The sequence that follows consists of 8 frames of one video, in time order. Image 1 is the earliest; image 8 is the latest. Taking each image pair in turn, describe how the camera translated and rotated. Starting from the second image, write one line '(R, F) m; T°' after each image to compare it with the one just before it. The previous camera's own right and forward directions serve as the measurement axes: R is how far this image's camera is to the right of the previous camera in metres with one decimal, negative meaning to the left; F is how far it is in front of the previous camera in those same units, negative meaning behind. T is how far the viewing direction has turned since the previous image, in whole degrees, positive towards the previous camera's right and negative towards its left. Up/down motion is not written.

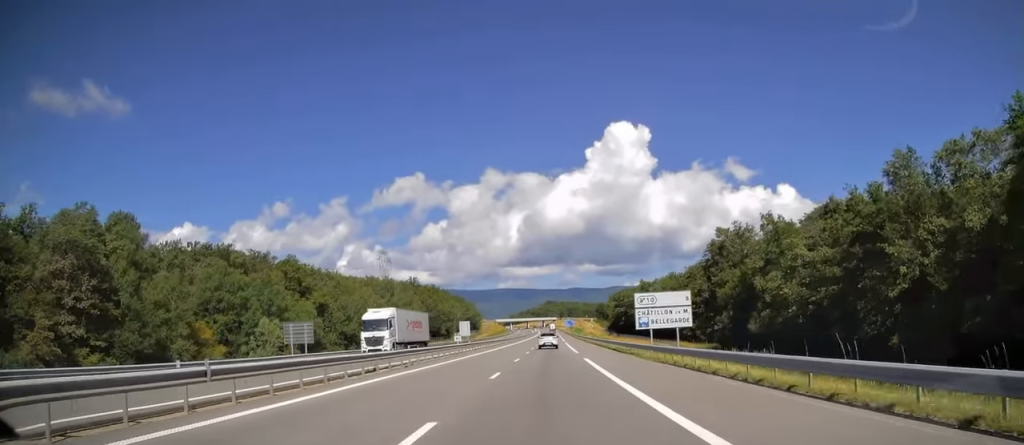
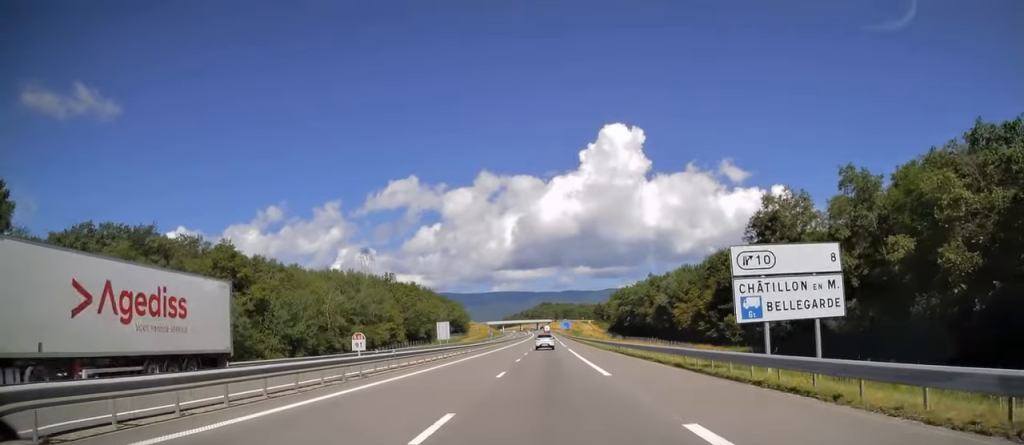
(0.0, +24.2) m; +1°
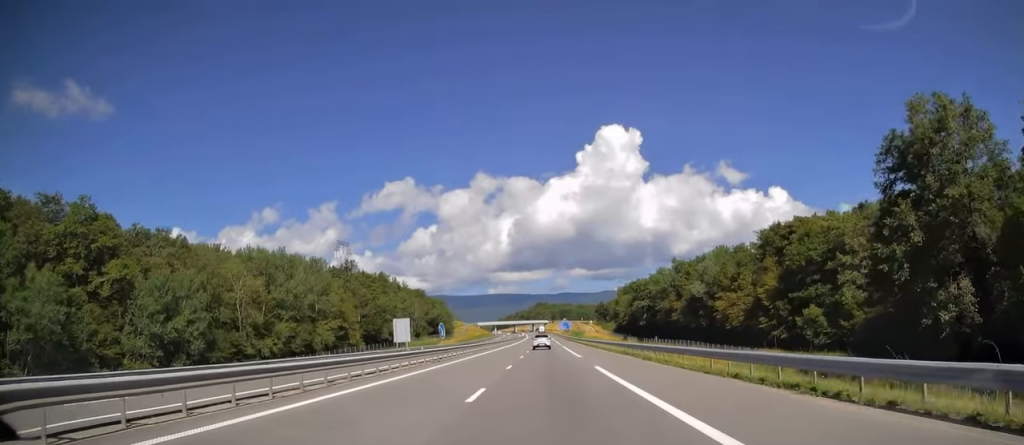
(+0.5, +33.9) m; +1°
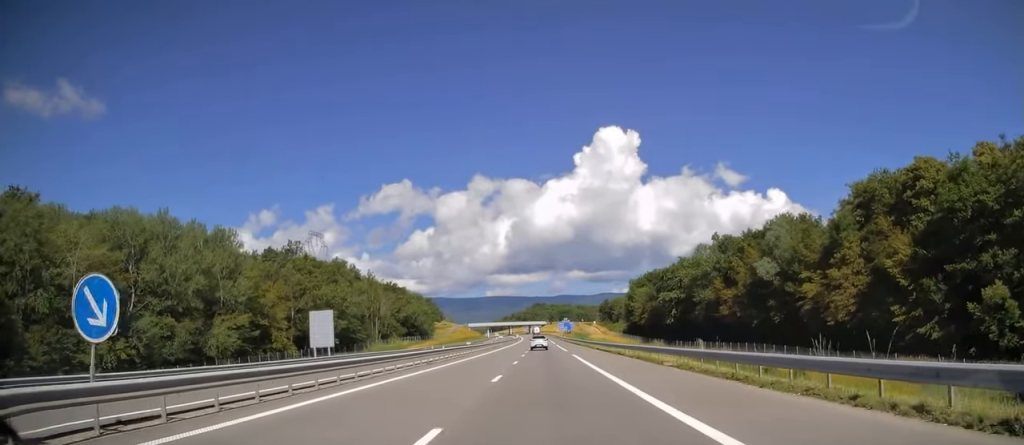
(+0.1, +32.7) m; +1°
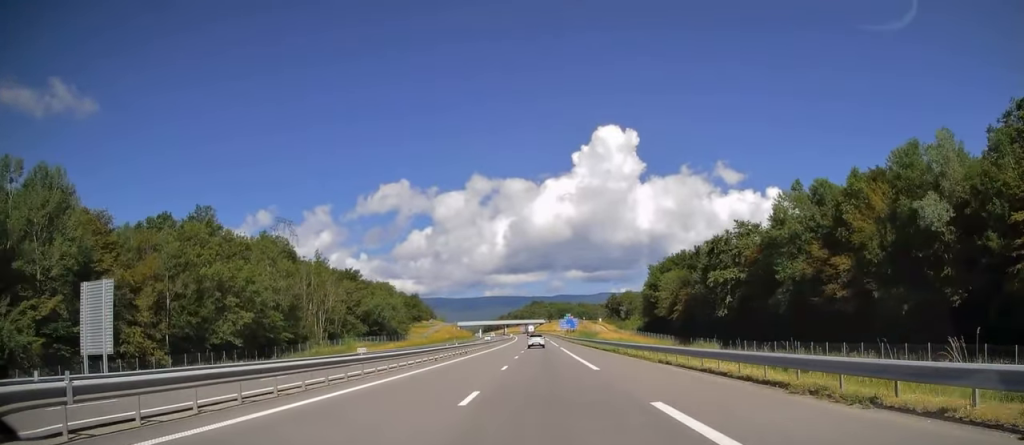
(+0.2, +32.6) m; 0°
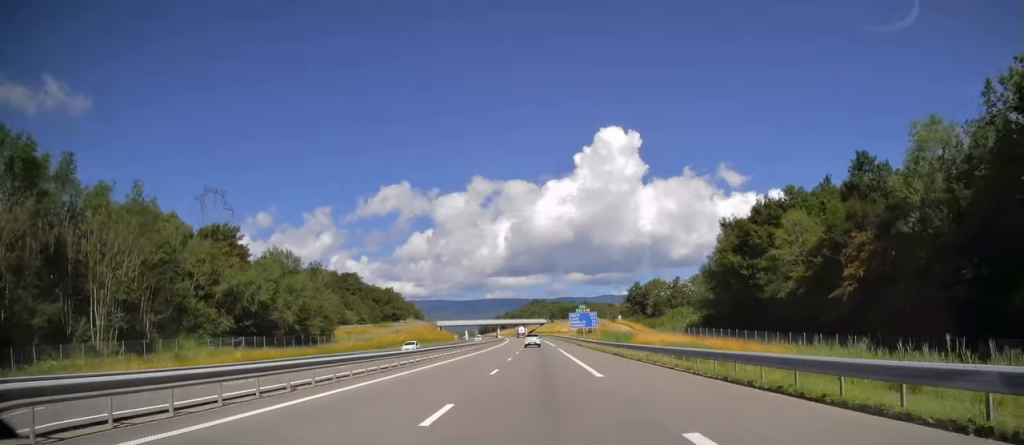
(-0.4, +54.4) m; 0°
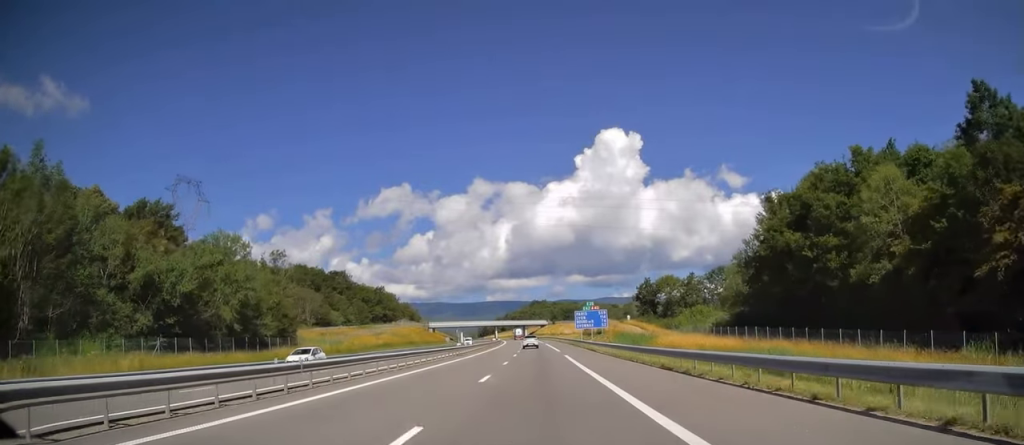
(0.0, +16.0) m; 0°
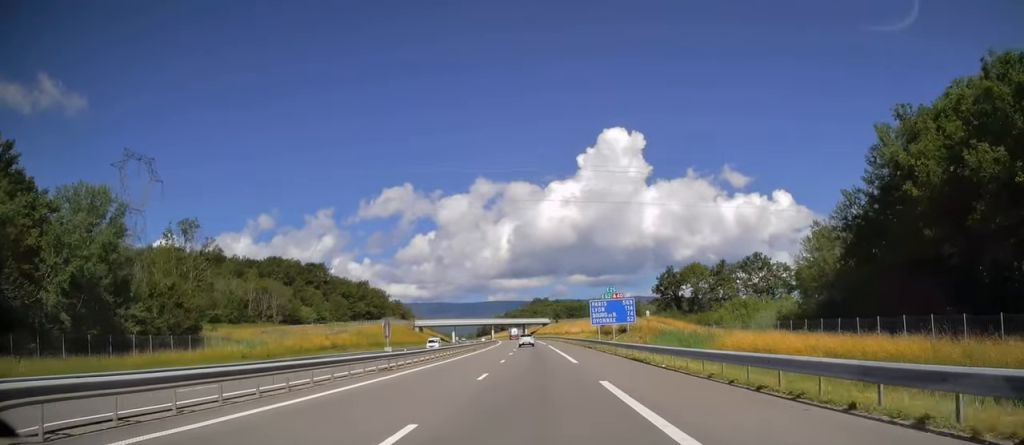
(0.0, +25.6) m; 0°
